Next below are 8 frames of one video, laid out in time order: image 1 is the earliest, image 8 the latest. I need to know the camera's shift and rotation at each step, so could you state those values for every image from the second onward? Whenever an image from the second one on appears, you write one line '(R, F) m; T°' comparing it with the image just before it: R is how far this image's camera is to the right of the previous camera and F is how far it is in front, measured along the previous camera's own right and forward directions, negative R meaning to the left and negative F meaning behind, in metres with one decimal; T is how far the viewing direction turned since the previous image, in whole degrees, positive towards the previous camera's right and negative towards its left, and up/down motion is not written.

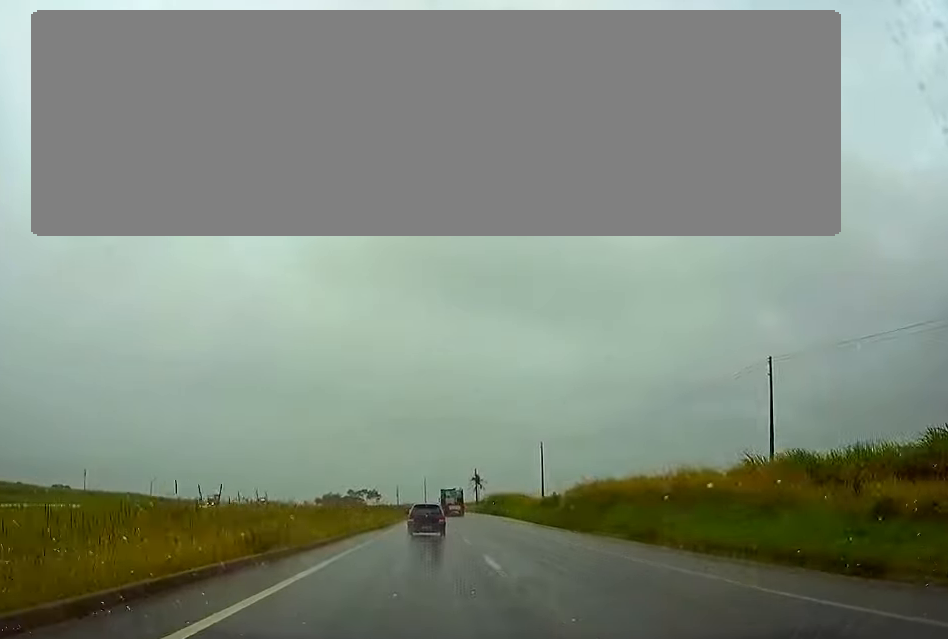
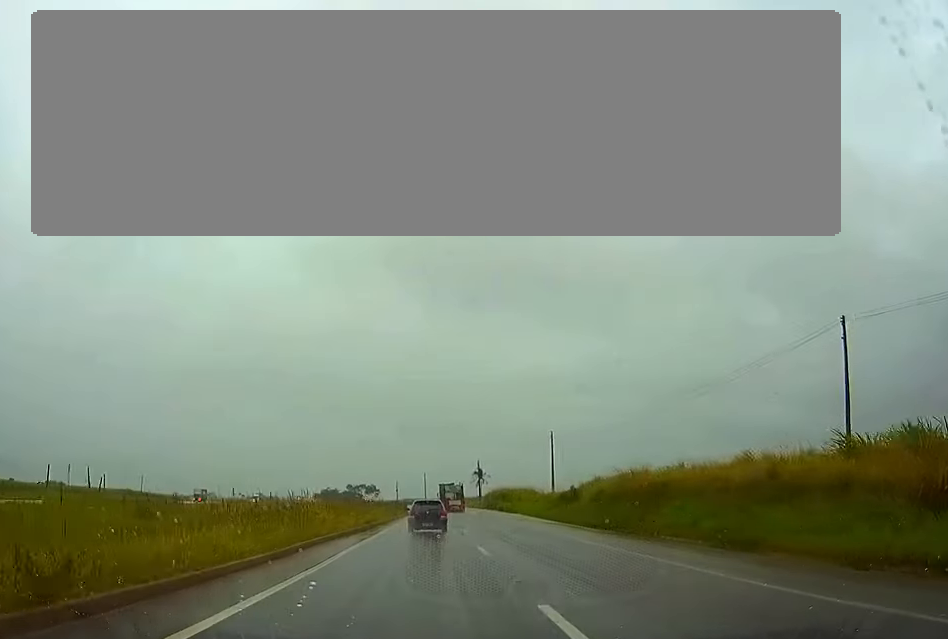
(0.0, +10.3) m; 0°
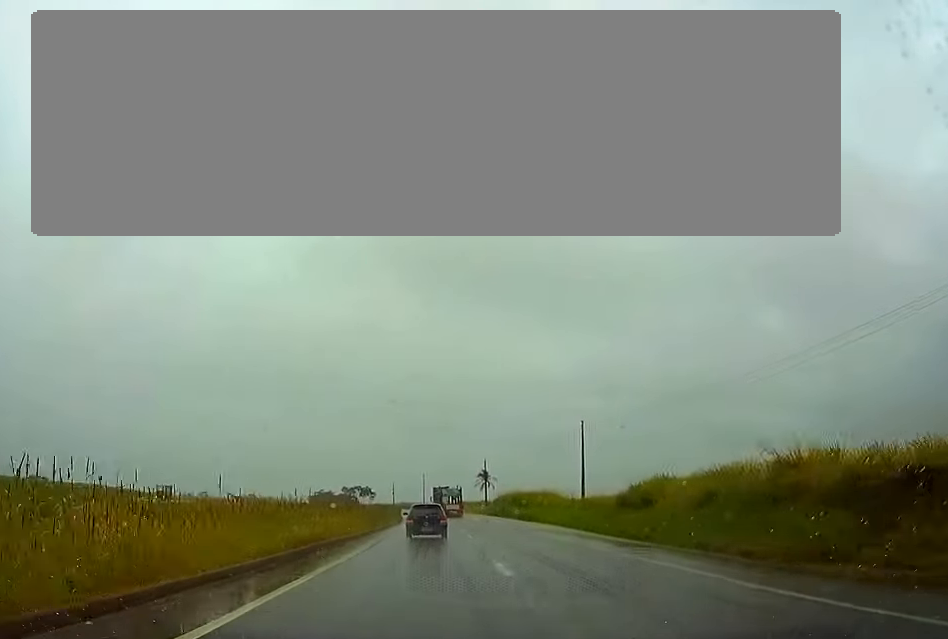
(0.0, +22.8) m; 0°
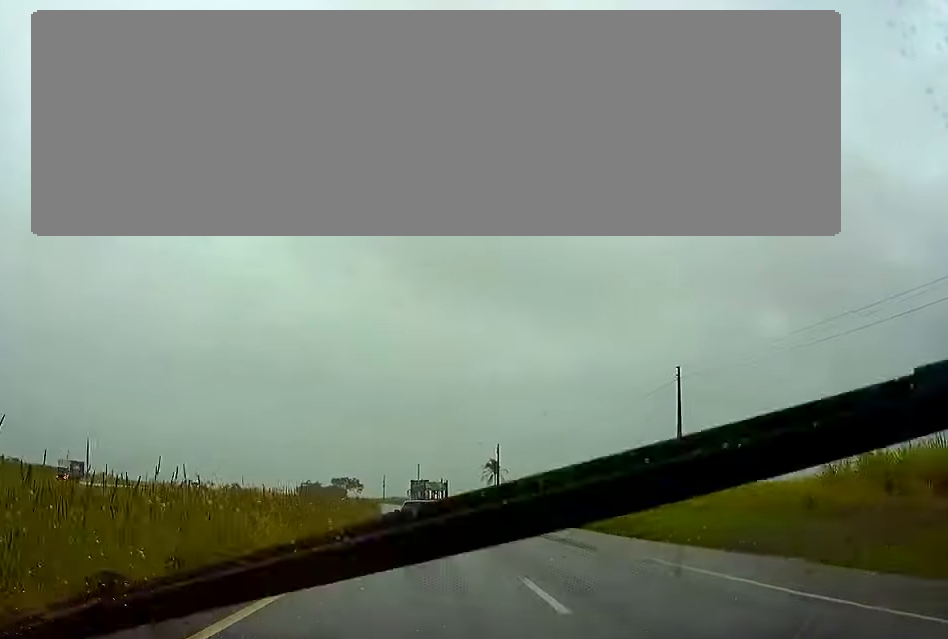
(0.0, +36.5) m; 0°
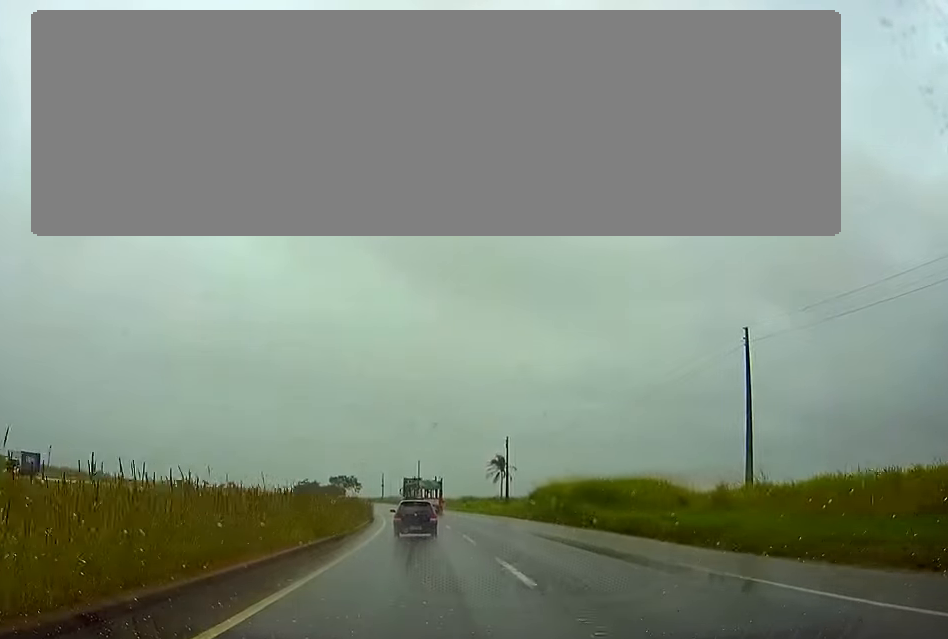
(+0.1, +12.5) m; -1°
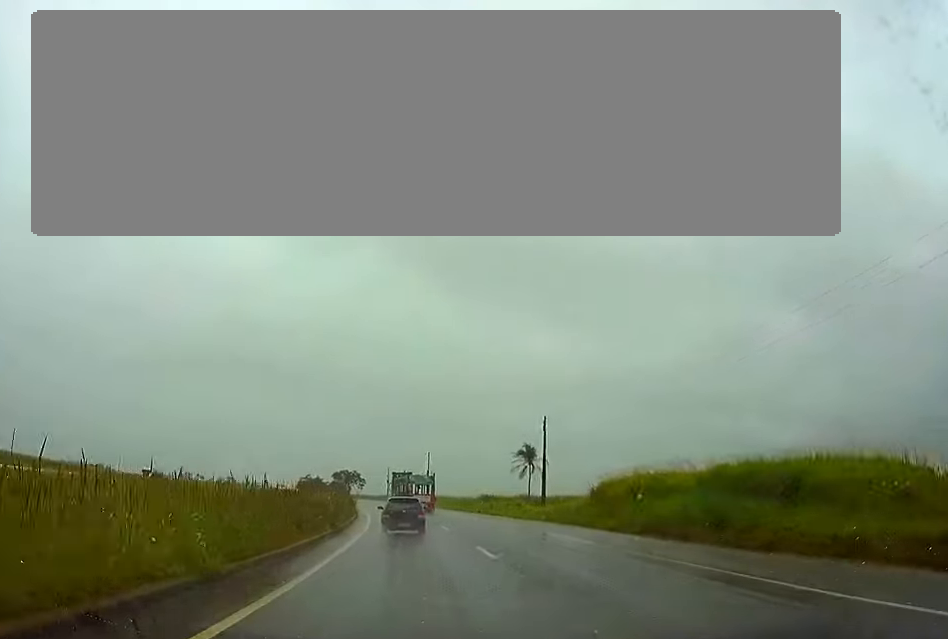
(-0.4, +26.7) m; -1°
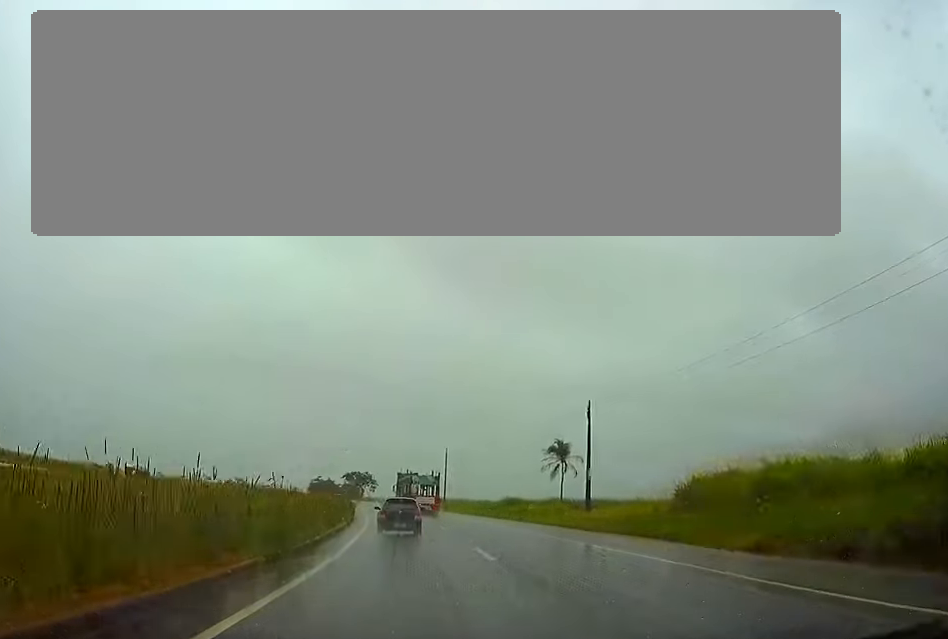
(0.0, +15.6) m; 0°
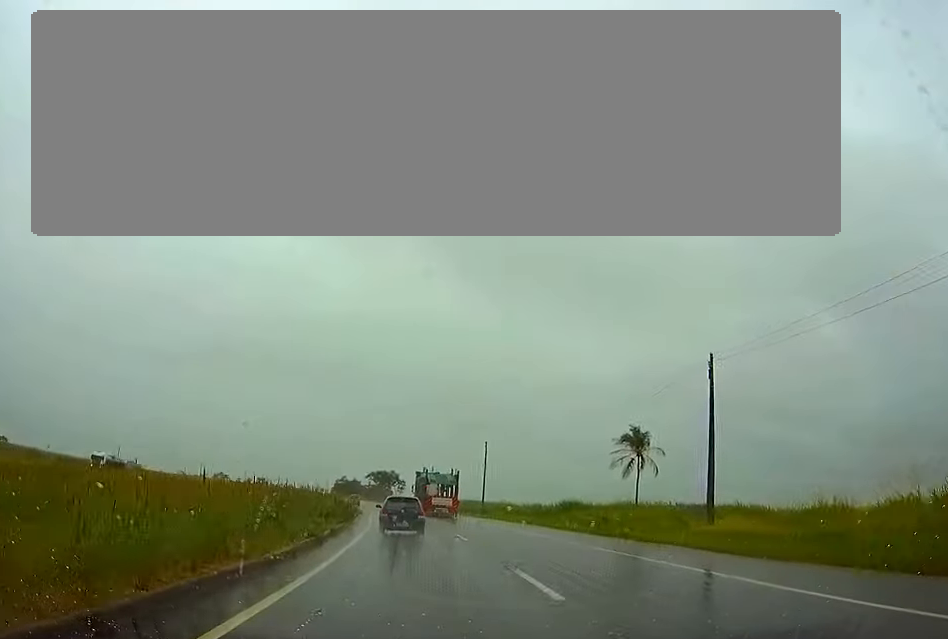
(0.0, +23.5) m; -1°
